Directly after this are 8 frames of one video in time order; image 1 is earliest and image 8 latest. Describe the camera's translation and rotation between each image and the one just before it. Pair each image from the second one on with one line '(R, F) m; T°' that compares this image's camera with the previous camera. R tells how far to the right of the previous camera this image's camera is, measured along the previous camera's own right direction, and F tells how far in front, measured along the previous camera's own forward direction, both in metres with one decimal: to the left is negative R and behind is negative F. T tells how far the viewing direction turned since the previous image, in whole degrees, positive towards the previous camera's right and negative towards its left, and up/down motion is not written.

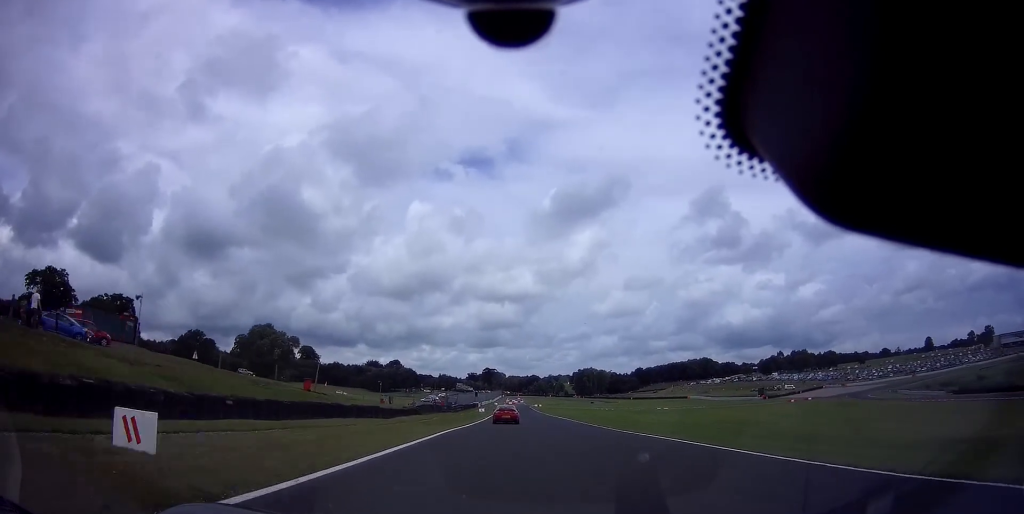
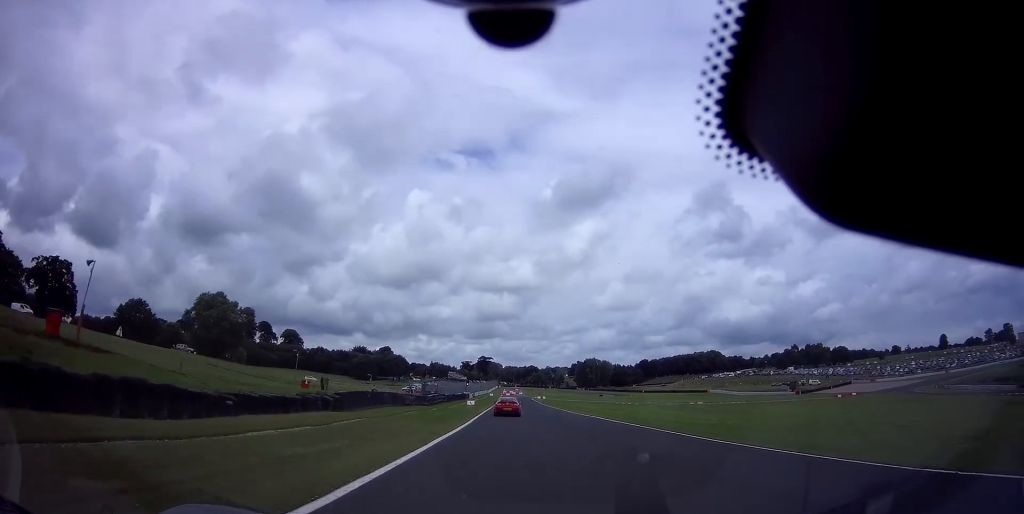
(+0.1, +27.5) m; 0°
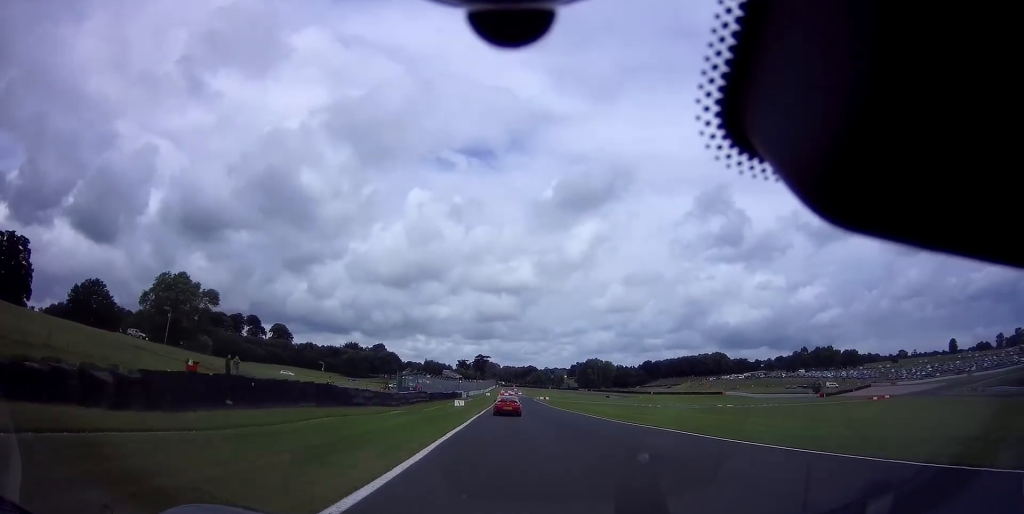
(0.0, +16.7) m; 0°
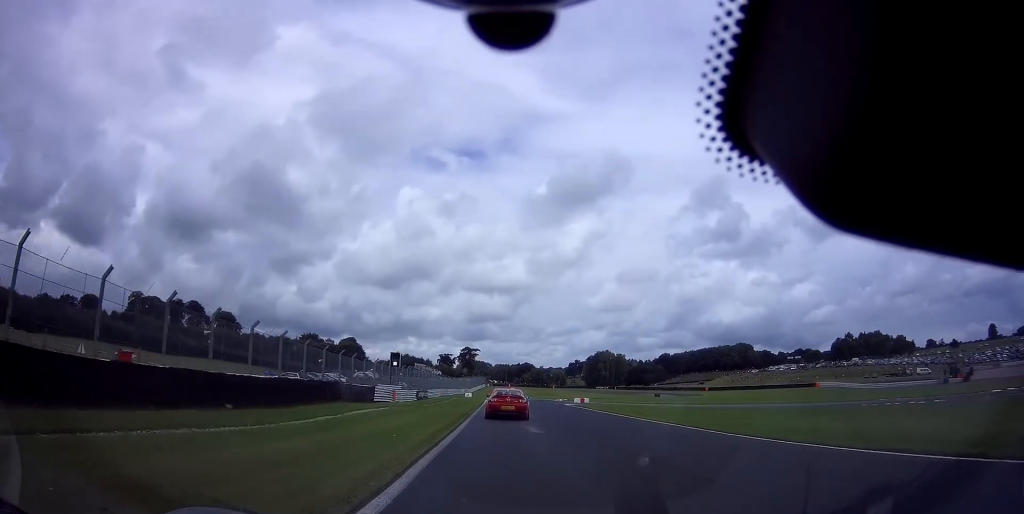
(+0.3, +64.5) m; +1°
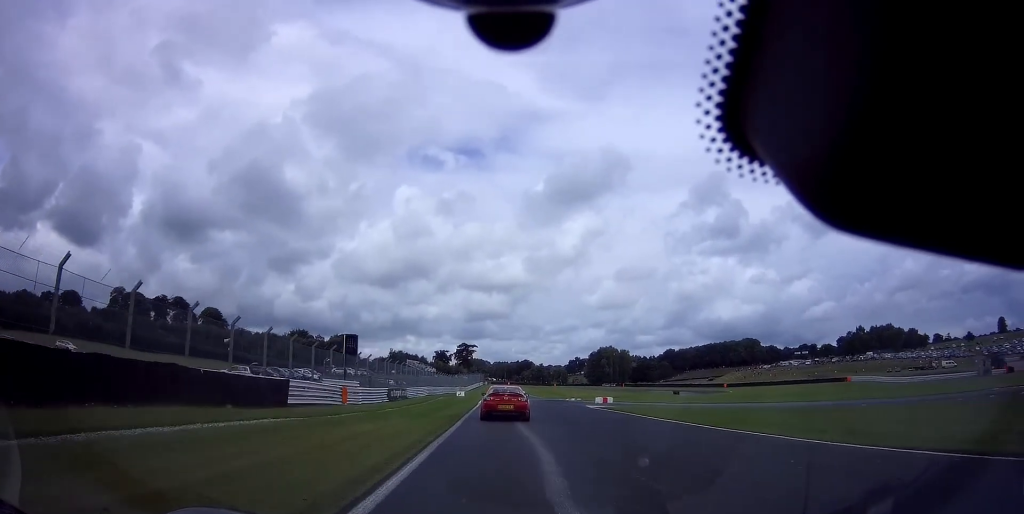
(+0.1, +13.7) m; 0°
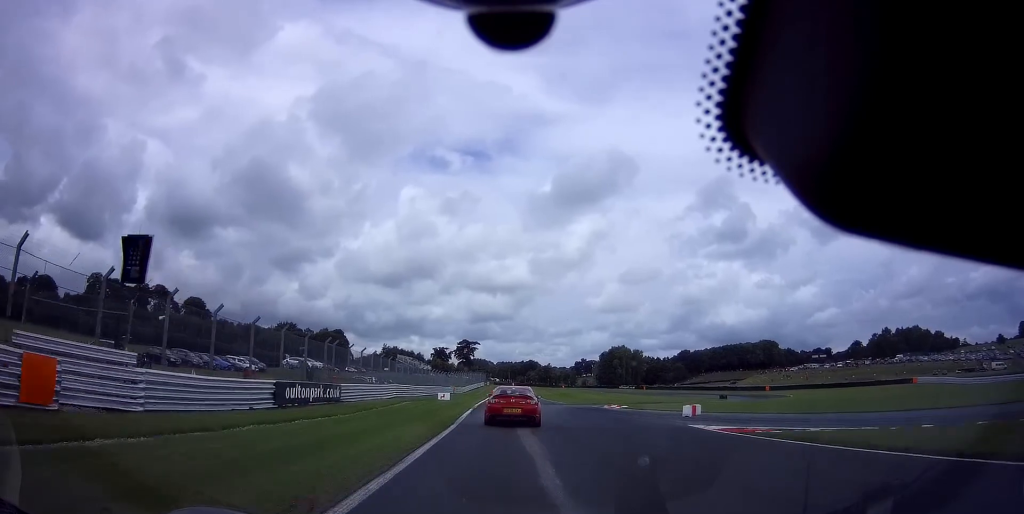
(+0.1, +22.8) m; +2°
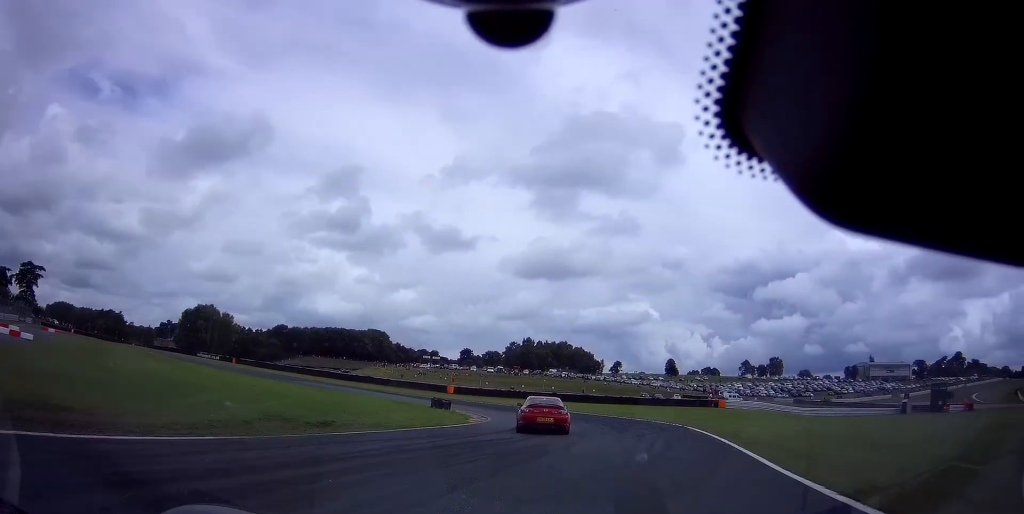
(+13.7, +51.6) m; +37°
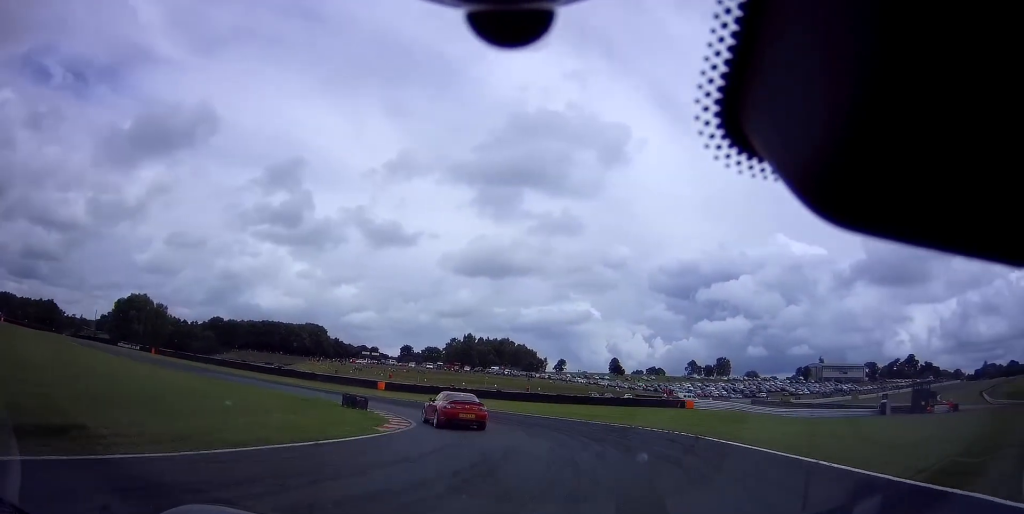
(+0.9, +8.2) m; +4°
